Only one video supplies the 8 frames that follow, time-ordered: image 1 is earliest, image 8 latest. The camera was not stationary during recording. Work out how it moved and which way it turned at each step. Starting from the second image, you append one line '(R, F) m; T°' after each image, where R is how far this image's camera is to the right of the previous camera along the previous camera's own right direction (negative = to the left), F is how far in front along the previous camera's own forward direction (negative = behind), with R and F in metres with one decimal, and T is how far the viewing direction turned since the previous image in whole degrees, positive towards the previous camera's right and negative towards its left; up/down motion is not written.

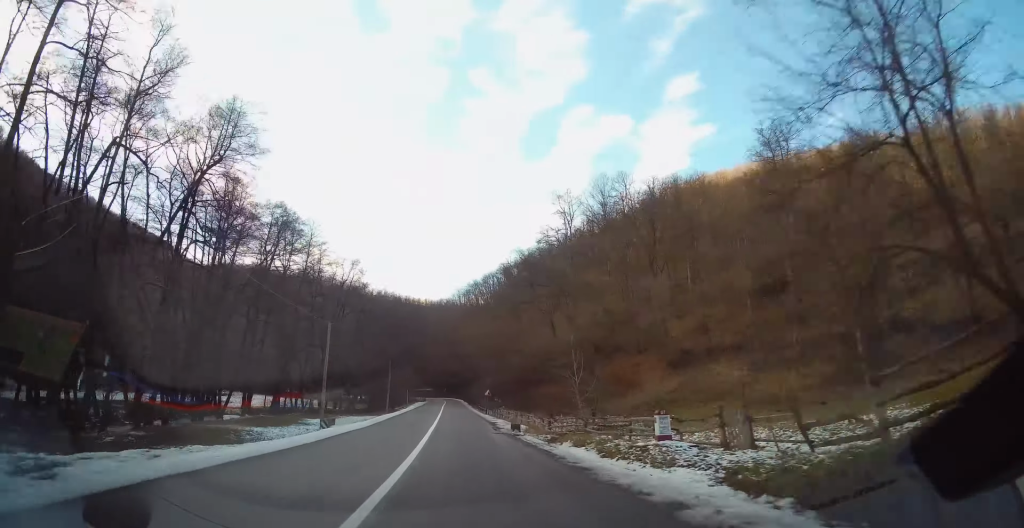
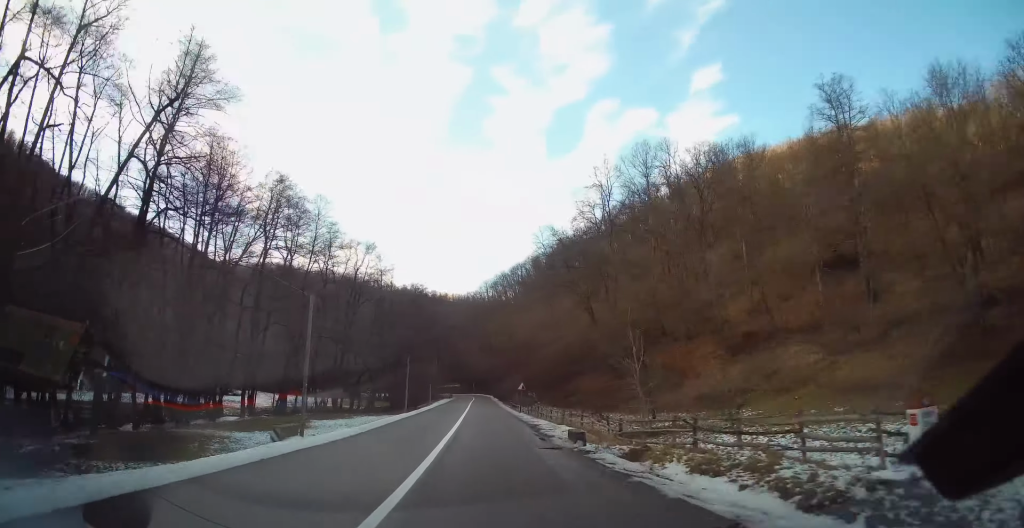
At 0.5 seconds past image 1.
(-0.2, +9.0) m; -2°
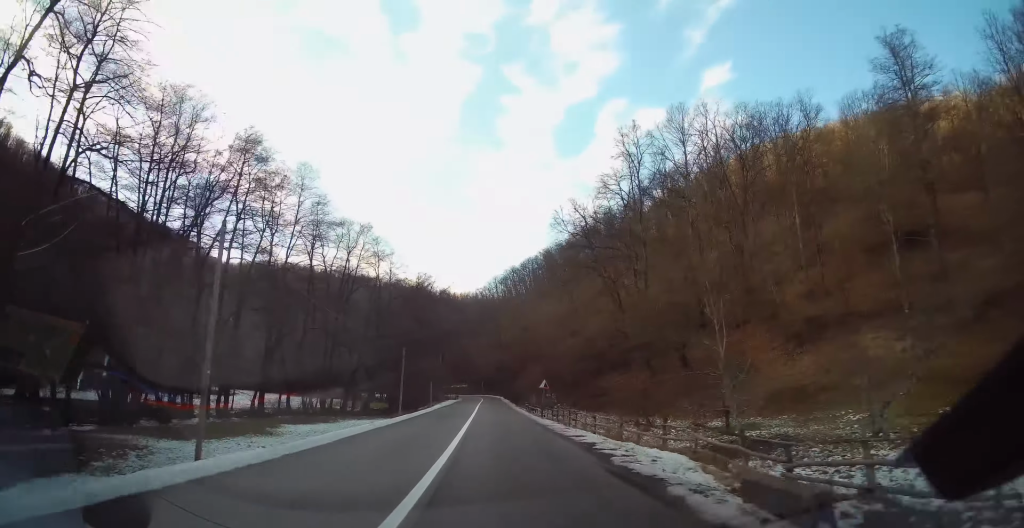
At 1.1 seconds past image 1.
(-0.4, +10.4) m; -1°
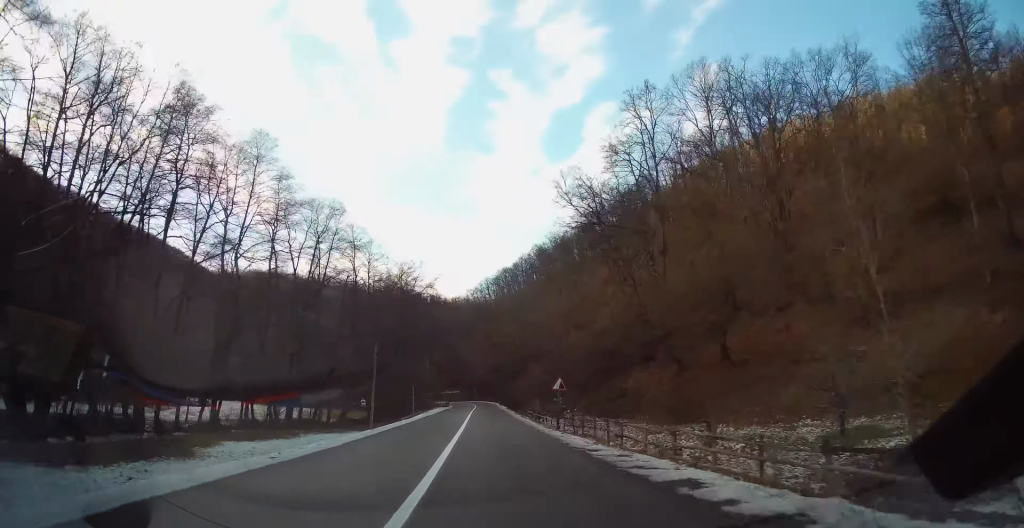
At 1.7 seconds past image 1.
(0.0, +10.1) m; 0°
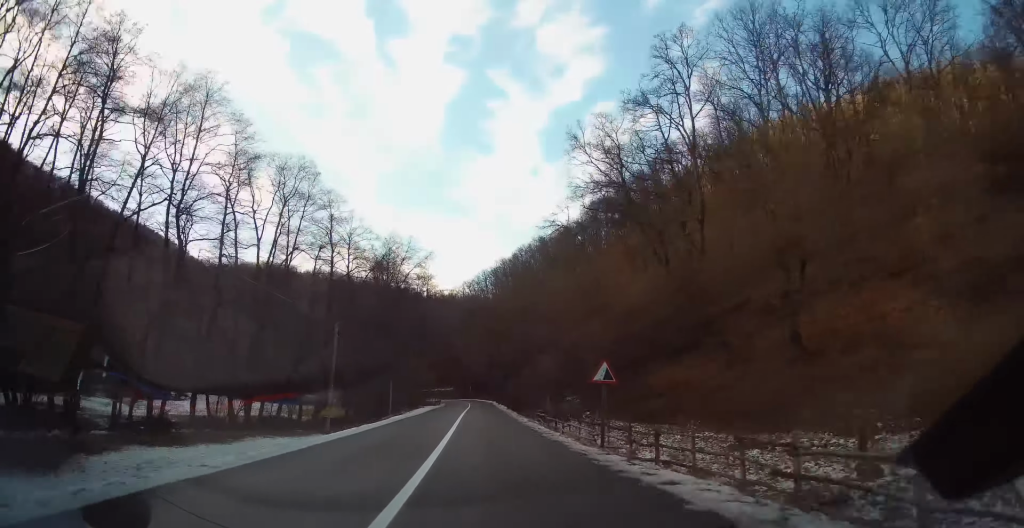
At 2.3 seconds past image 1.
(+0.1, +10.2) m; 0°
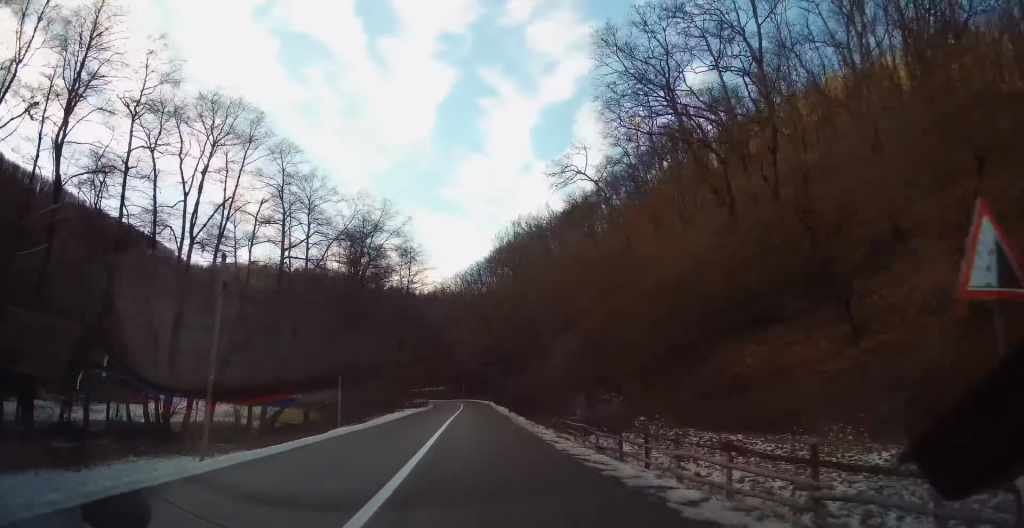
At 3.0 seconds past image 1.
(-0.2, +13.3) m; 0°
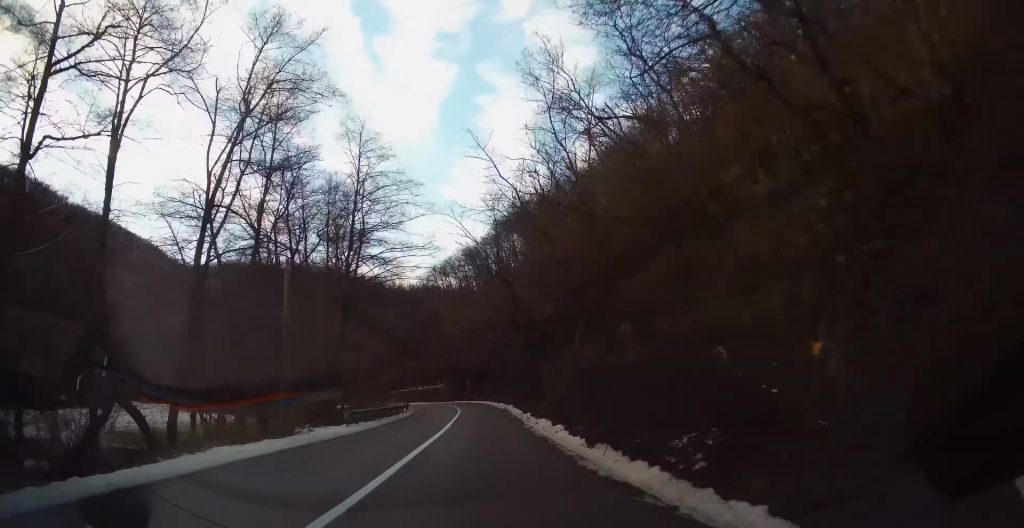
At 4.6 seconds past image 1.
(+0.1, +29.5) m; 0°
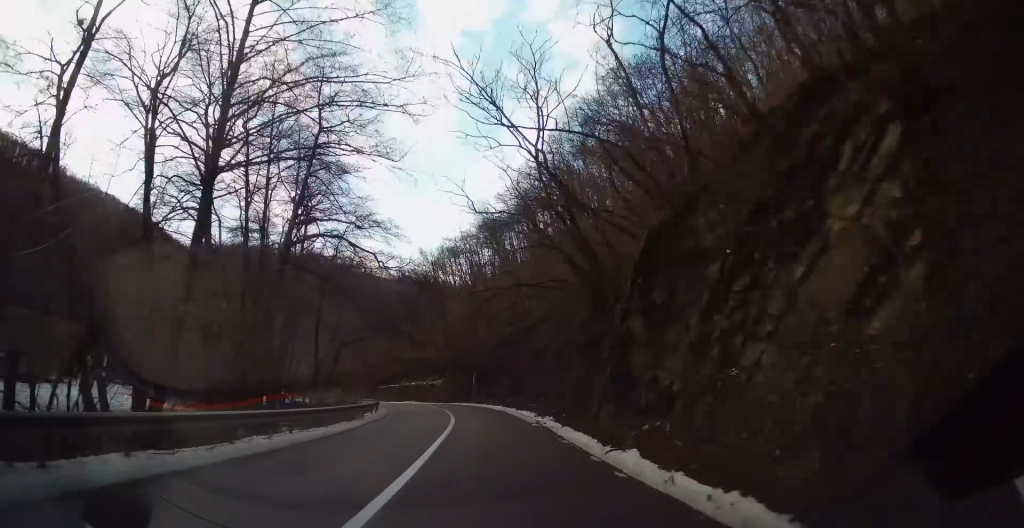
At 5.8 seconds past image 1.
(+0.1, +19.9) m; 0°
